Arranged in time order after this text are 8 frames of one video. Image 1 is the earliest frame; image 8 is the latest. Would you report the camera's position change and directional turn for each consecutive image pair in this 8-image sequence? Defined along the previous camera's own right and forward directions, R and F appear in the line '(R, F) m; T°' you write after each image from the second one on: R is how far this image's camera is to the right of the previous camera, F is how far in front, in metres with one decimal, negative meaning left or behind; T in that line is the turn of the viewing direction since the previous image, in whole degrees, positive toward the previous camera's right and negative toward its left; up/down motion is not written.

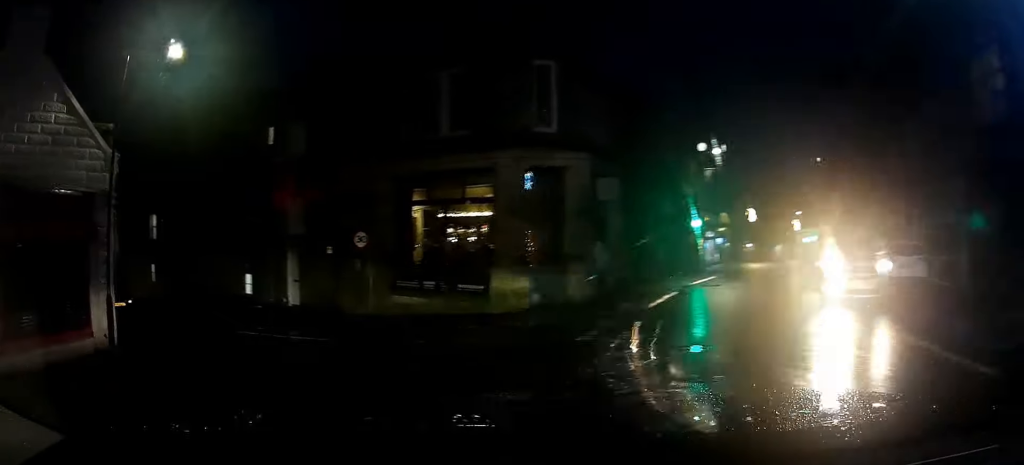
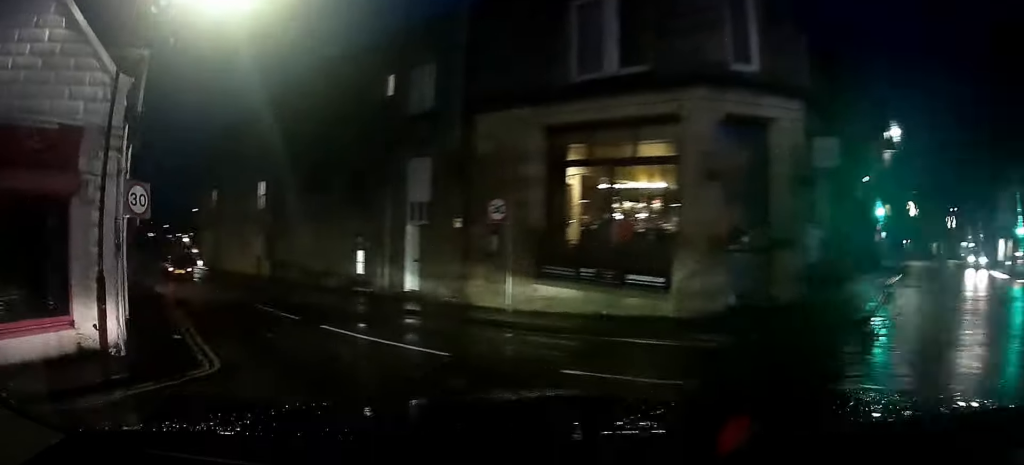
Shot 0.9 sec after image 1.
(-0.3, +4.7) m; -11°
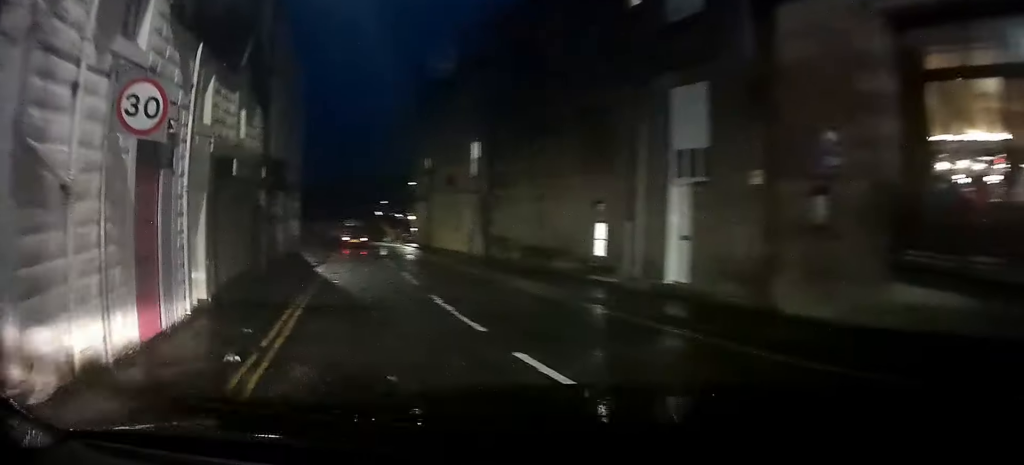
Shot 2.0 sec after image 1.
(-0.9, +5.7) m; -10°
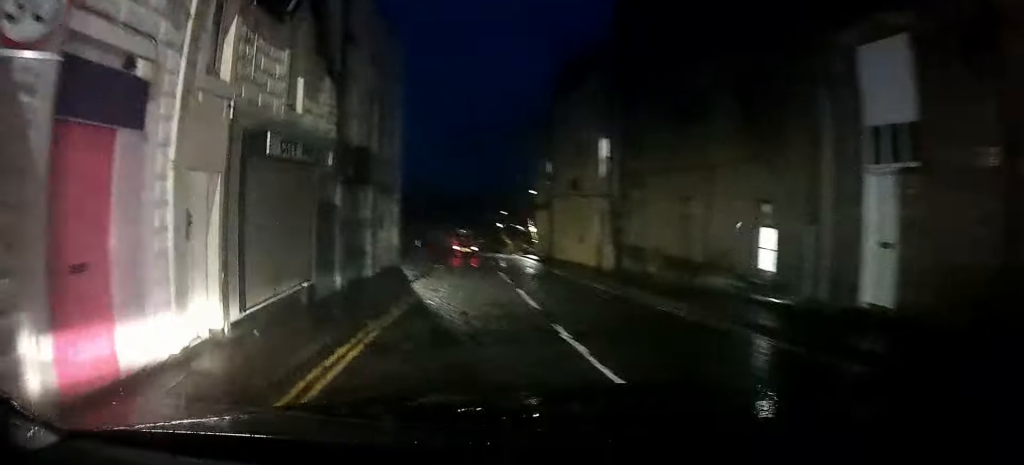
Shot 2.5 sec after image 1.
(0.0, +2.8) m; -2°
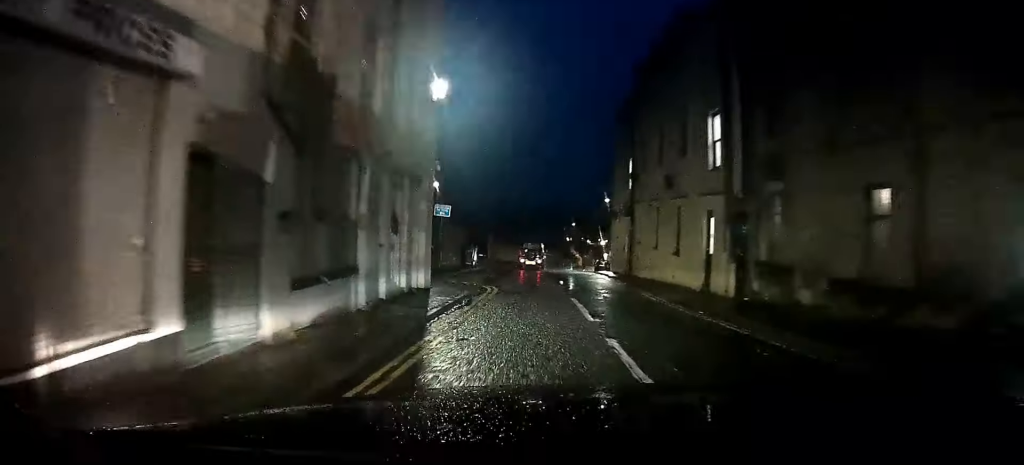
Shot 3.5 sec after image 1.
(-0.2, +4.9) m; -9°
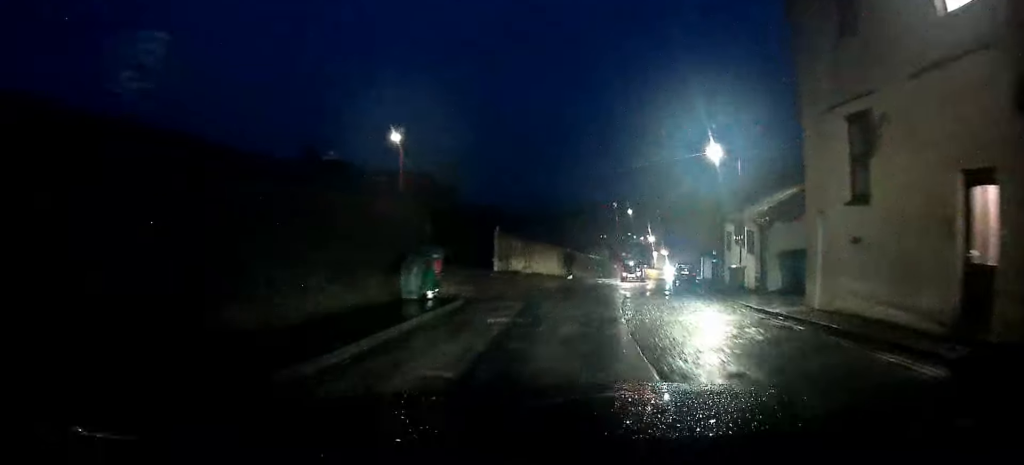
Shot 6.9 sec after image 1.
(-2.7, +20.2) m; -6°
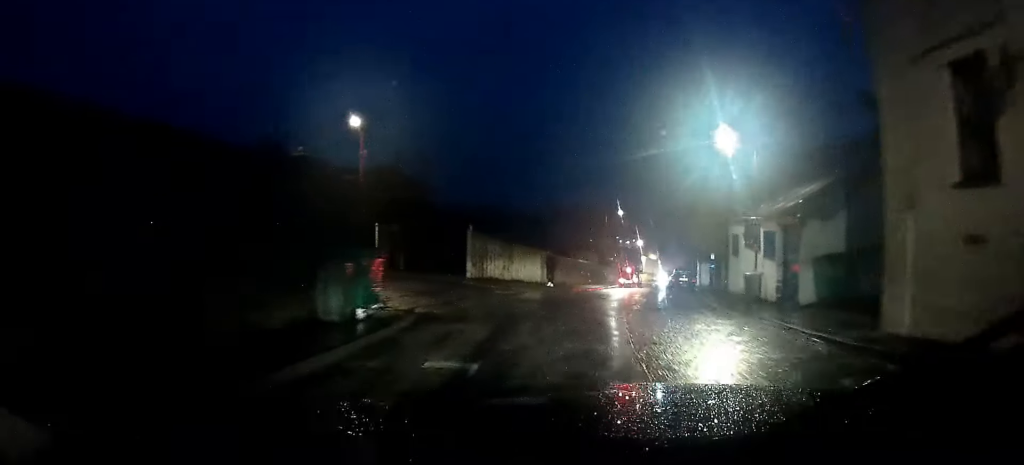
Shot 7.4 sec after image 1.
(-0.1, +3.7) m; -1°
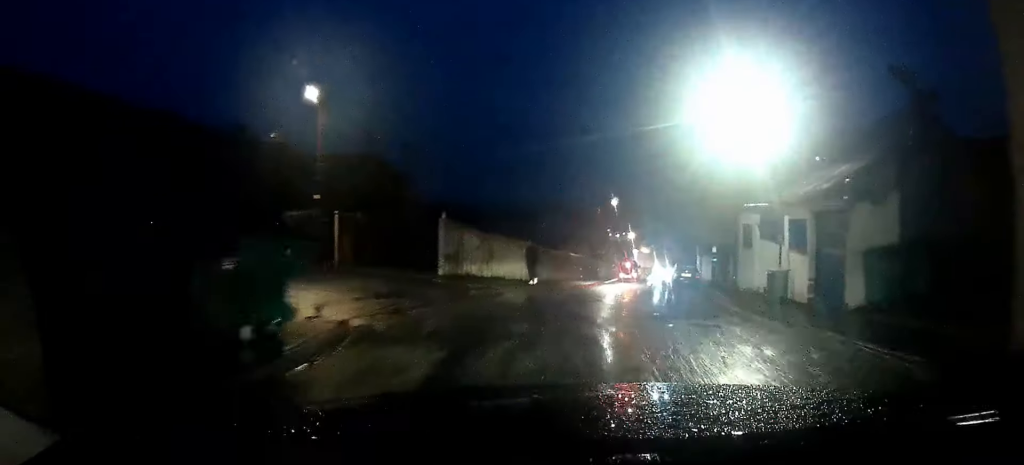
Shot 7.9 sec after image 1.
(0.0, +3.3) m; -1°
